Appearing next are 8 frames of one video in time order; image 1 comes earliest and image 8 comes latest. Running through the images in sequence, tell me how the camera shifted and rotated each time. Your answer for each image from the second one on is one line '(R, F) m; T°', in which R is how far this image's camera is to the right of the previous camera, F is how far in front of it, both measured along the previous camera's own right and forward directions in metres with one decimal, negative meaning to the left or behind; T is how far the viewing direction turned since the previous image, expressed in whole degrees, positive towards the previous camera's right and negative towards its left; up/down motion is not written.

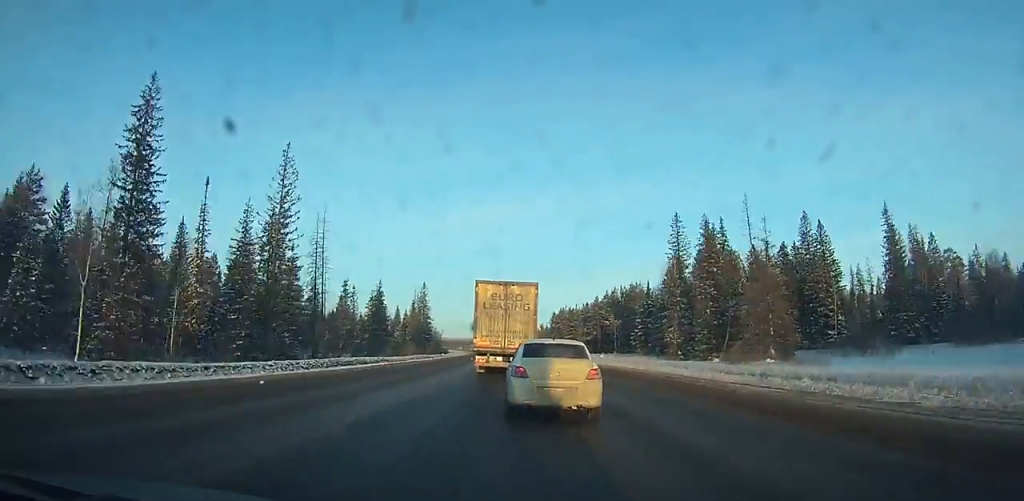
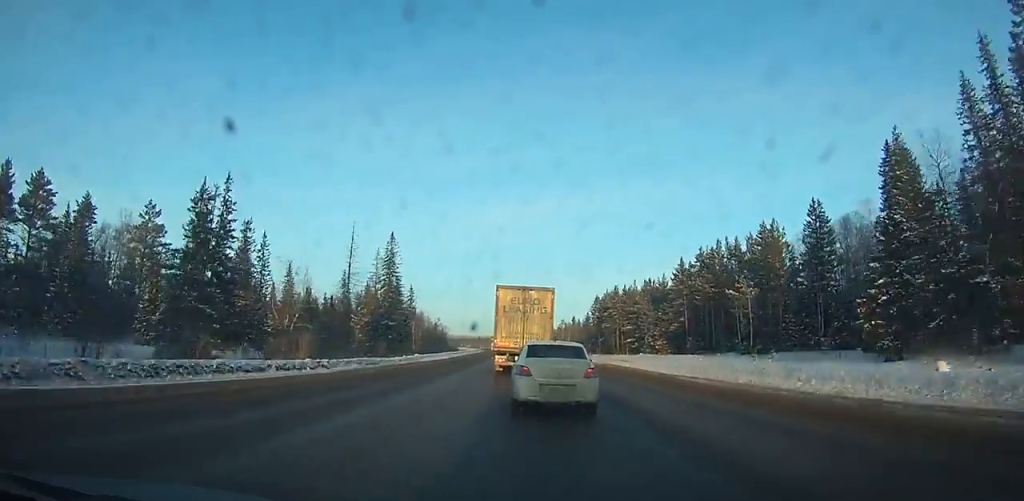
(-1.5, +78.8) m; -1°
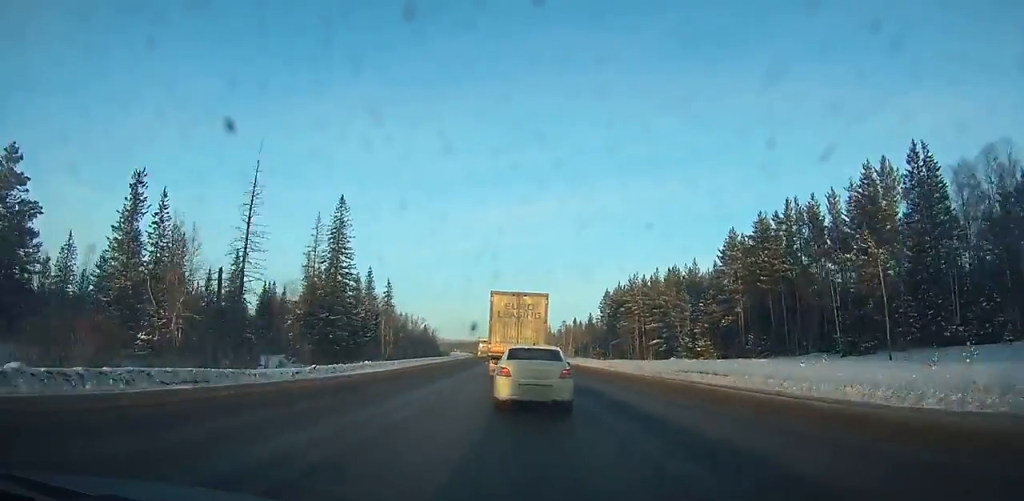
(0.0, +30.3) m; 0°
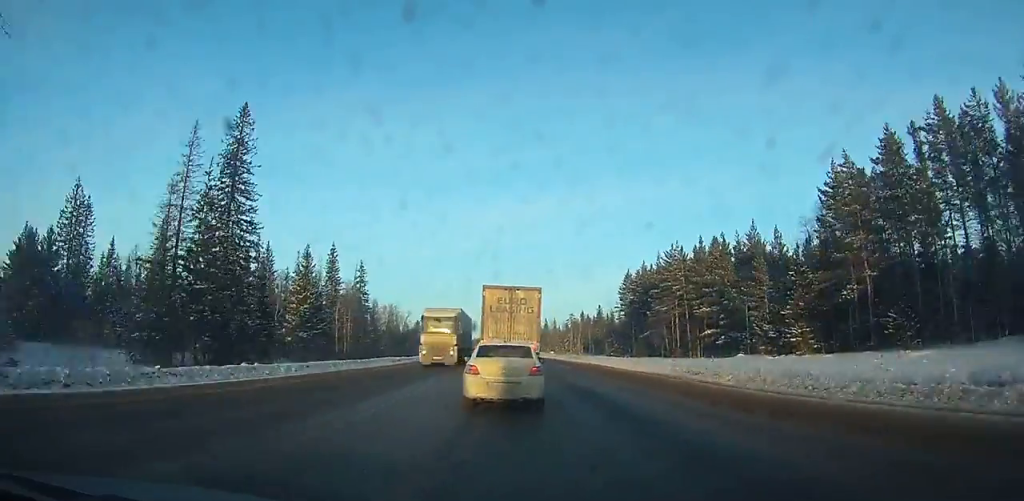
(0.0, +30.6) m; -1°
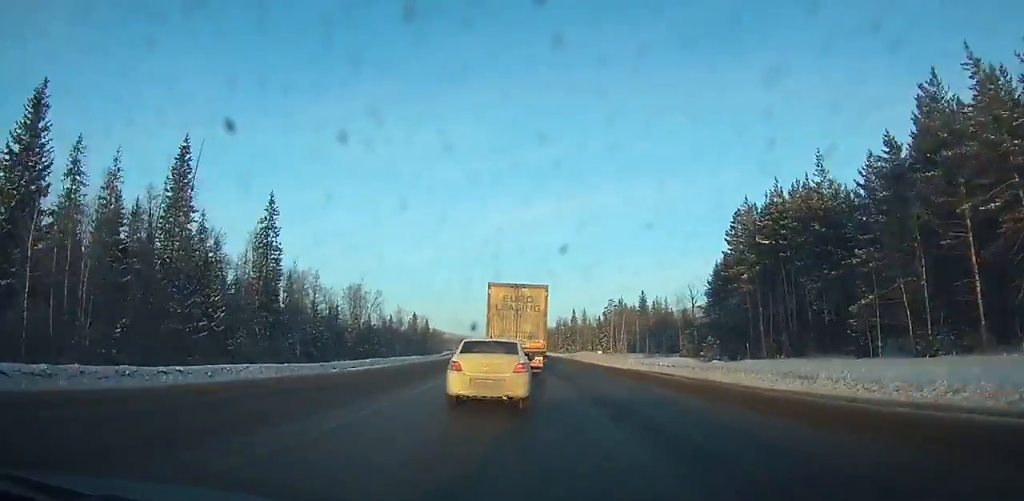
(-0.9, +61.5) m; -1°
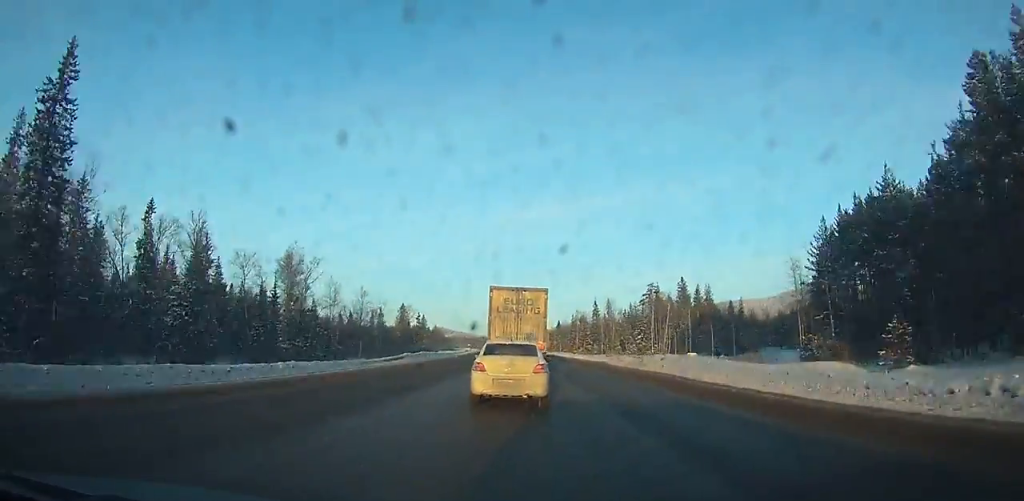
(-0.3, +44.6) m; 0°
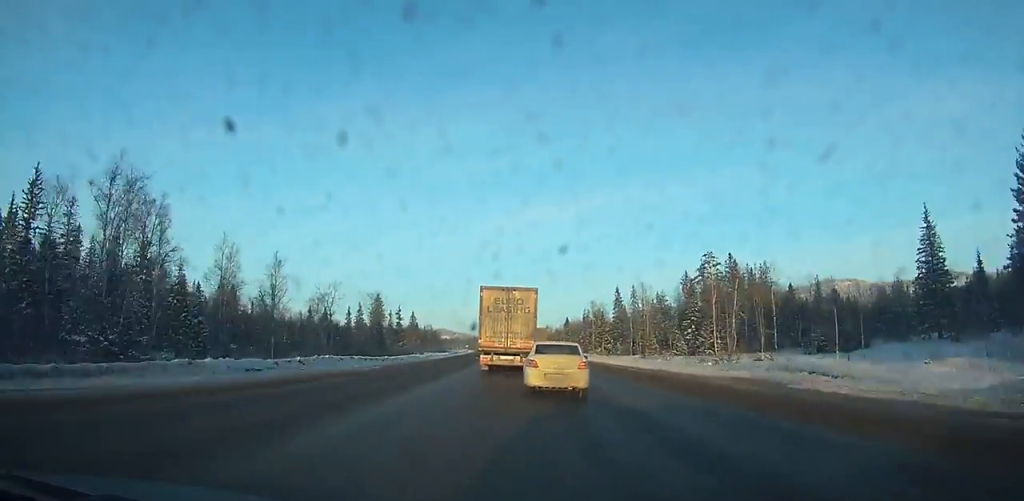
(-0.1, +41.4) m; -1°
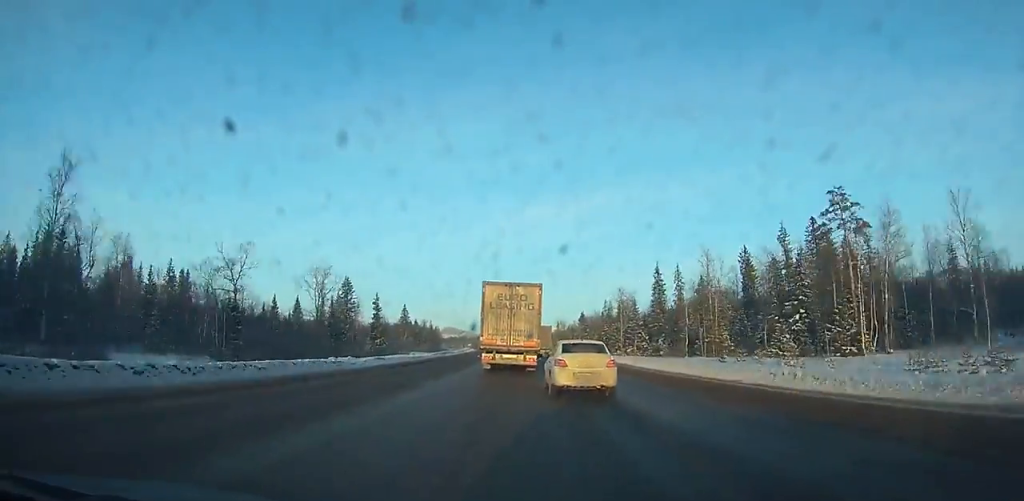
(-0.3, +38.1) m; -1°
